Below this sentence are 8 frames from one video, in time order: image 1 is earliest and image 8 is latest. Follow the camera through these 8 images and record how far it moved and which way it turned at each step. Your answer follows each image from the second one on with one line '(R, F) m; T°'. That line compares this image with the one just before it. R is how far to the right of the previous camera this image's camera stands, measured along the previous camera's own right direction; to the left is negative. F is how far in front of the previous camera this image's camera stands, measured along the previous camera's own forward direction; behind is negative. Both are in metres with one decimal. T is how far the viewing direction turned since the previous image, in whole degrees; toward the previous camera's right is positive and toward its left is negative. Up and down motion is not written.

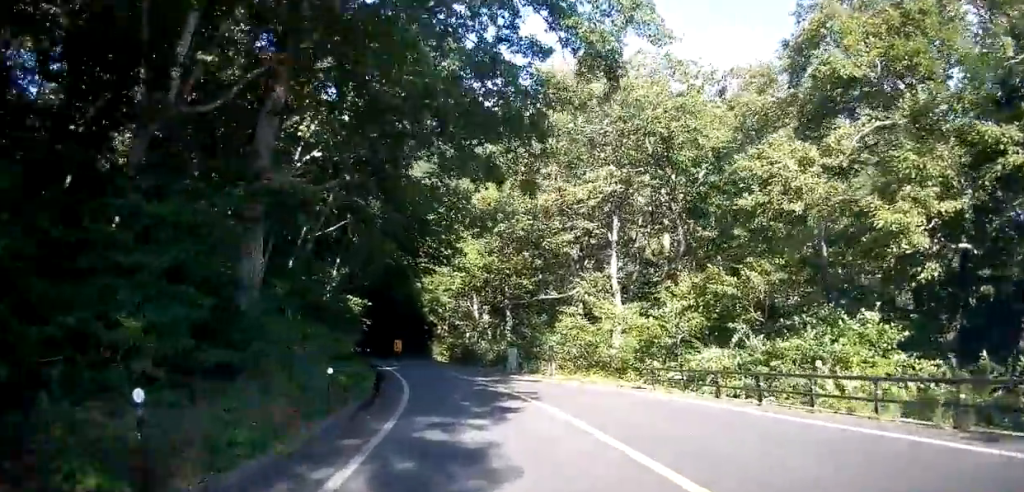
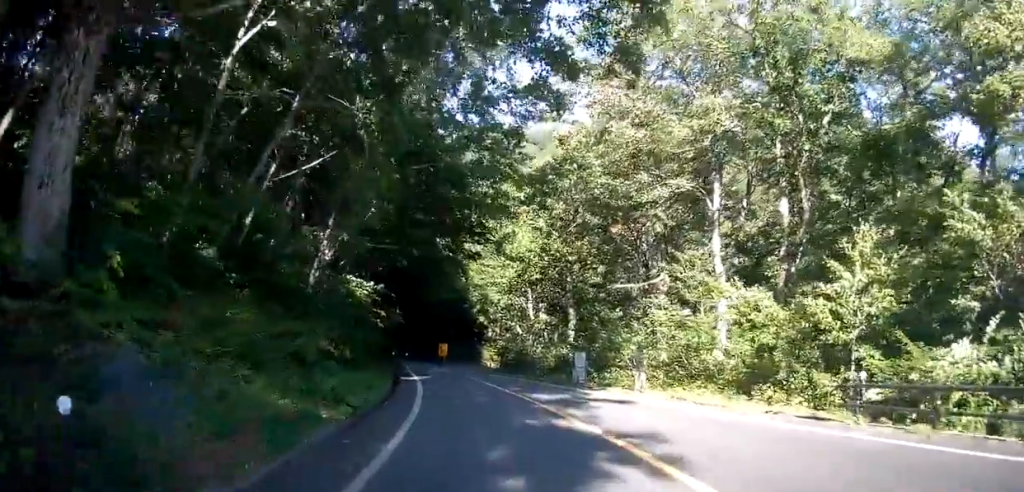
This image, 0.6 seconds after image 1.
(-0.5, +8.4) m; -5°
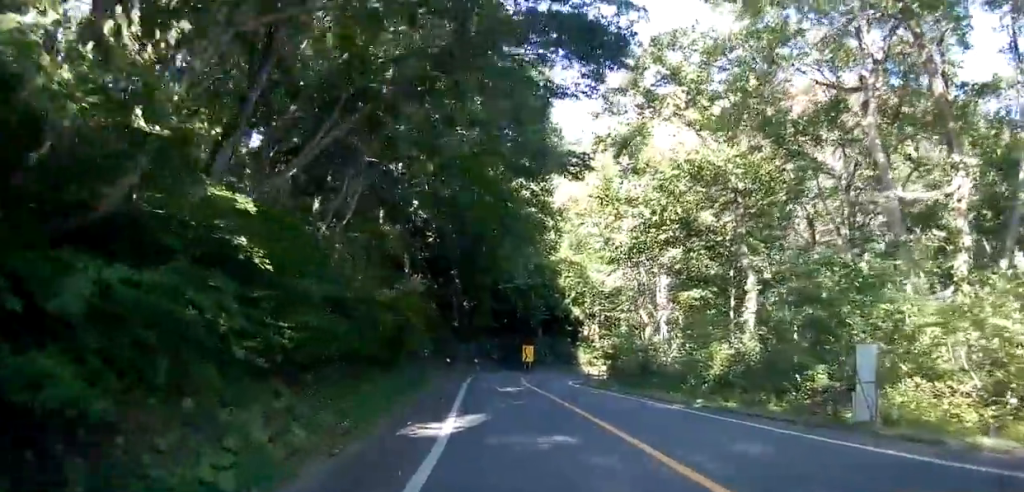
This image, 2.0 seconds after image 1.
(-1.4, +17.0) m; -7°
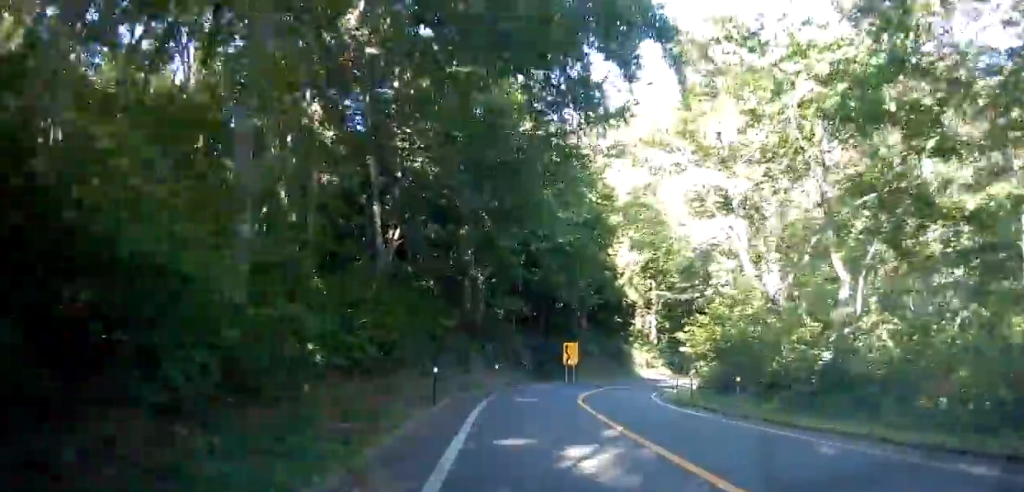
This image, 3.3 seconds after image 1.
(-0.3, +15.9) m; -1°
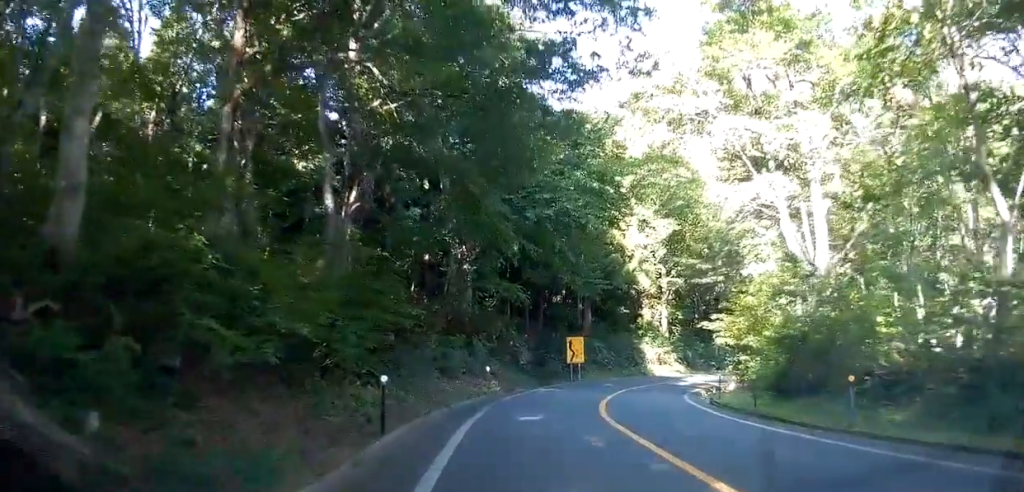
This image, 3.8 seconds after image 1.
(0.0, +6.0) m; +1°
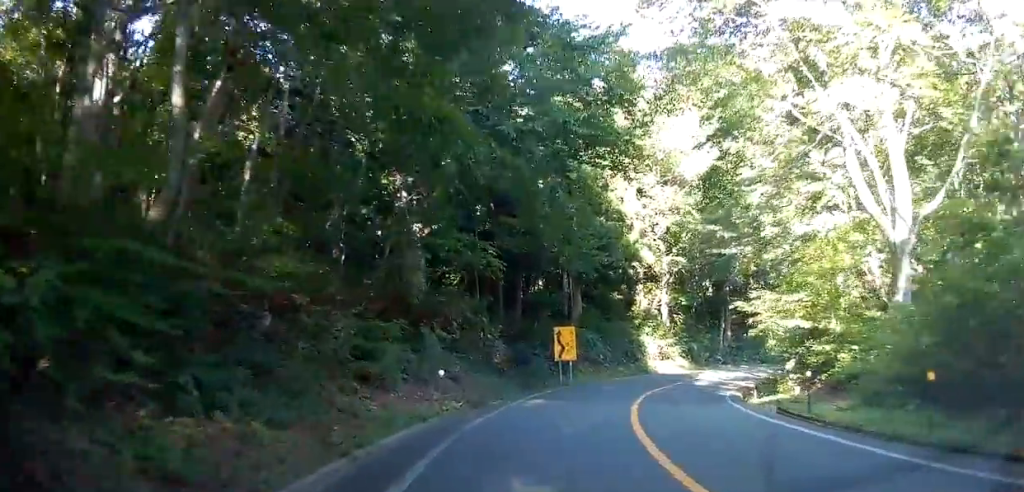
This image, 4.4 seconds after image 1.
(+0.1, +8.0) m; +3°
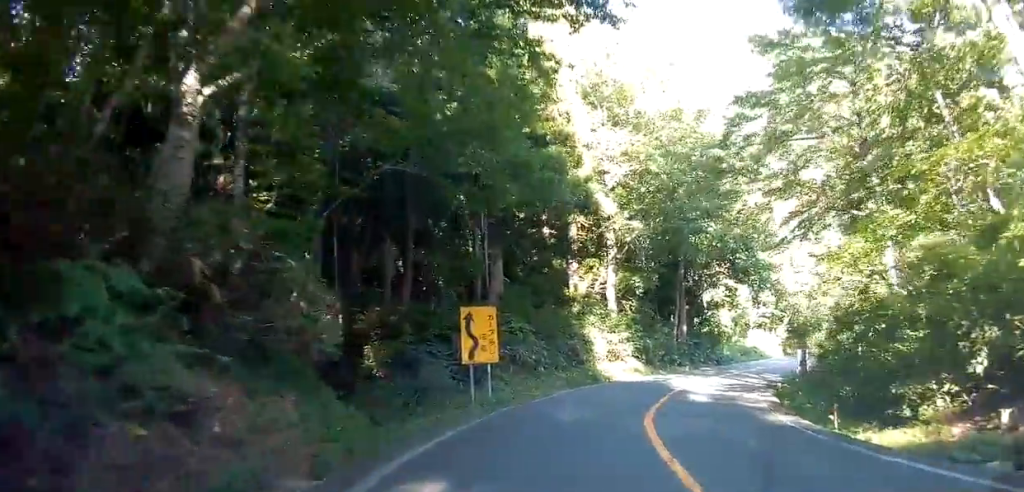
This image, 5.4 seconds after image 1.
(+0.5, +11.2) m; +8°
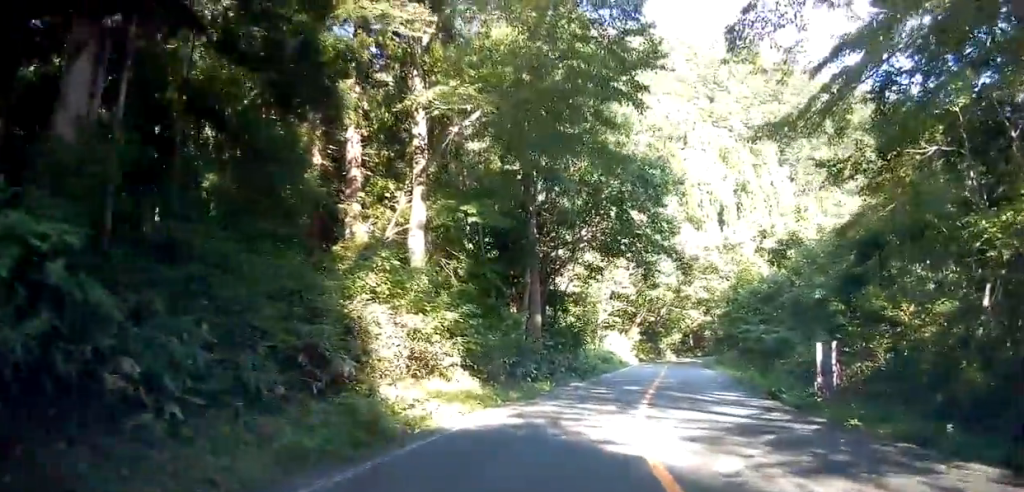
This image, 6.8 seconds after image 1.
(+2.2, +15.4) m; +15°
